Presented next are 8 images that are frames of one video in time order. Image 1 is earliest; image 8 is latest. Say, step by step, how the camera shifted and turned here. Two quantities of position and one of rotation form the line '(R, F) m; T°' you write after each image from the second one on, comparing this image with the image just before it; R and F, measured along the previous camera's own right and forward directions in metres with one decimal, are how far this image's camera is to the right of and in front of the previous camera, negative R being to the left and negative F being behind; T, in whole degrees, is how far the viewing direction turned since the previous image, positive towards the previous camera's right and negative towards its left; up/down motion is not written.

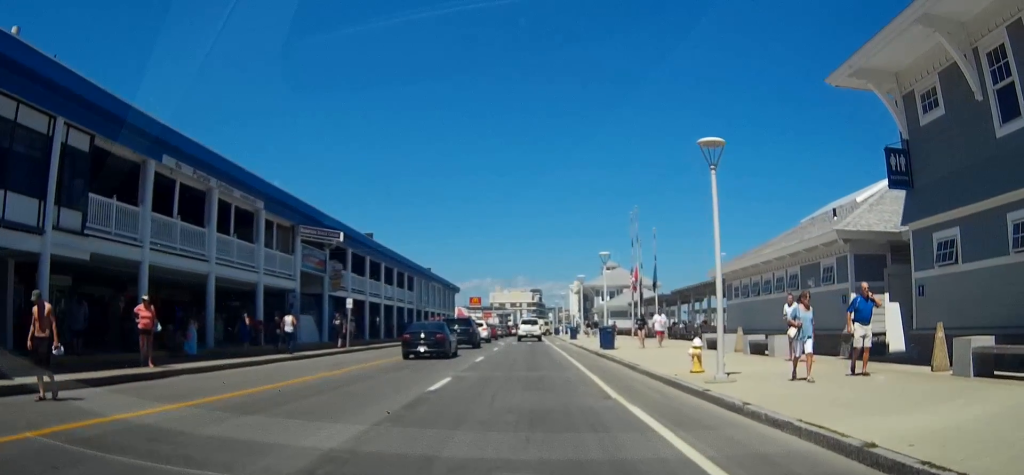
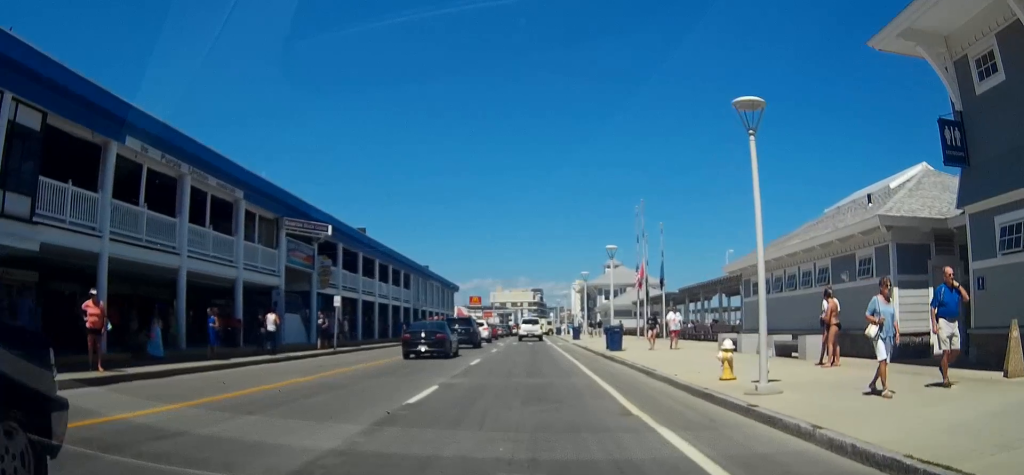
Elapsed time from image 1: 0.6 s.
(+0.1, +2.4) m; 0°
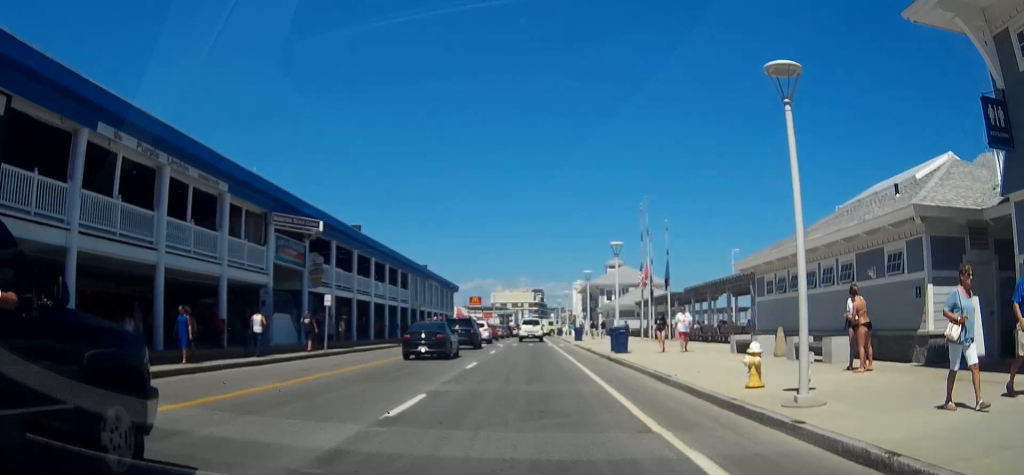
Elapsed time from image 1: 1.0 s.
(0.0, +1.7) m; -1°
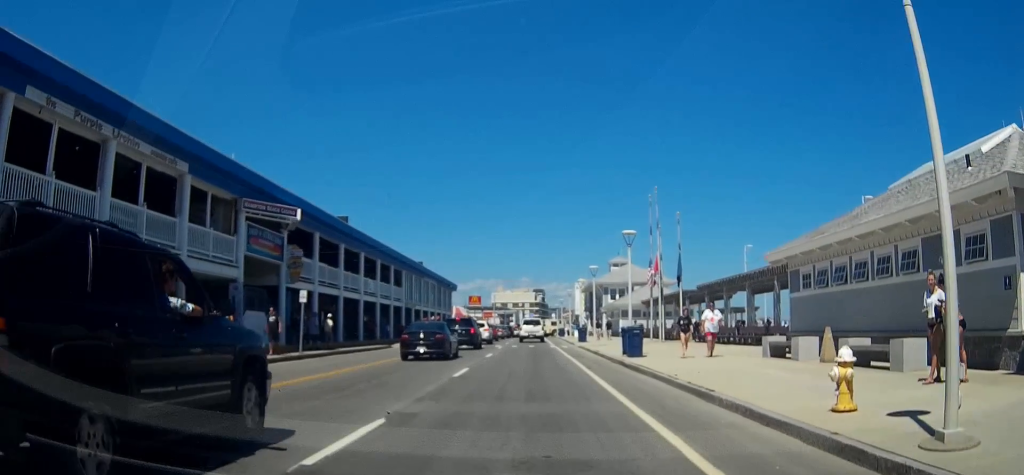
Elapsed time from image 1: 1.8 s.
(0.0, +3.6) m; 0°
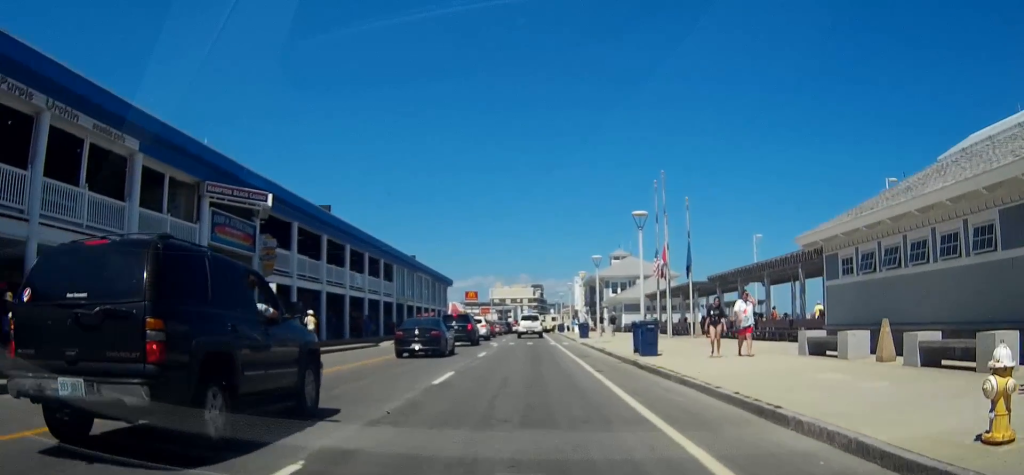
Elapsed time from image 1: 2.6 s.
(0.0, +3.3) m; +1°
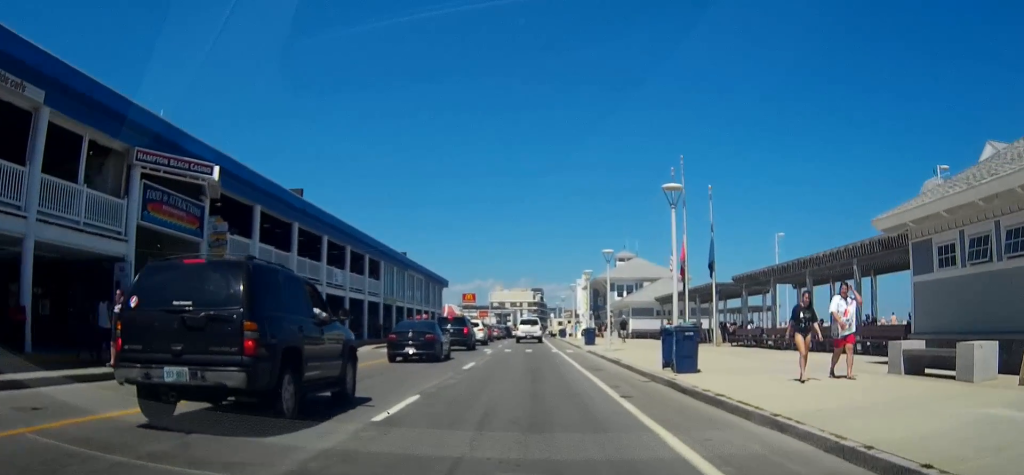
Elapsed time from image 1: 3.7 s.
(0.0, +5.3) m; 0°
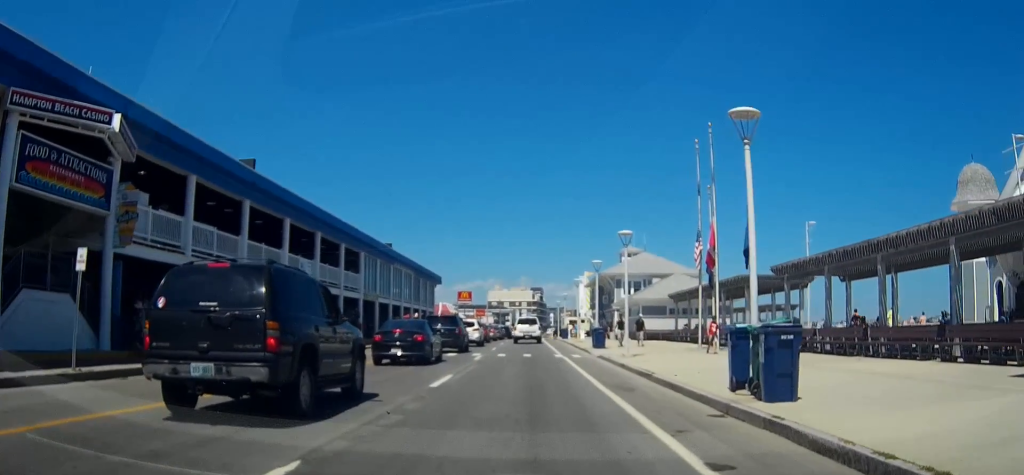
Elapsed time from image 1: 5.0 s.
(-0.1, +6.6) m; 0°
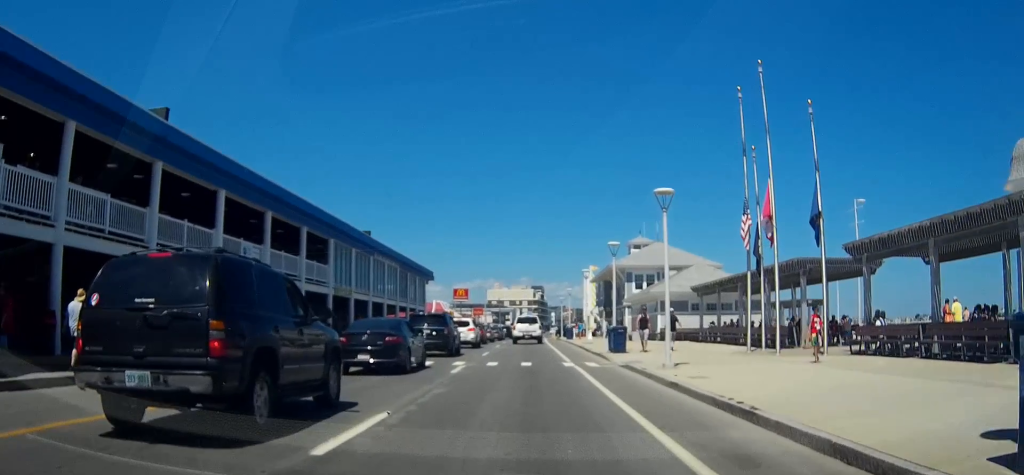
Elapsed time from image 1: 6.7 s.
(+0.1, +8.5) m; +1°
